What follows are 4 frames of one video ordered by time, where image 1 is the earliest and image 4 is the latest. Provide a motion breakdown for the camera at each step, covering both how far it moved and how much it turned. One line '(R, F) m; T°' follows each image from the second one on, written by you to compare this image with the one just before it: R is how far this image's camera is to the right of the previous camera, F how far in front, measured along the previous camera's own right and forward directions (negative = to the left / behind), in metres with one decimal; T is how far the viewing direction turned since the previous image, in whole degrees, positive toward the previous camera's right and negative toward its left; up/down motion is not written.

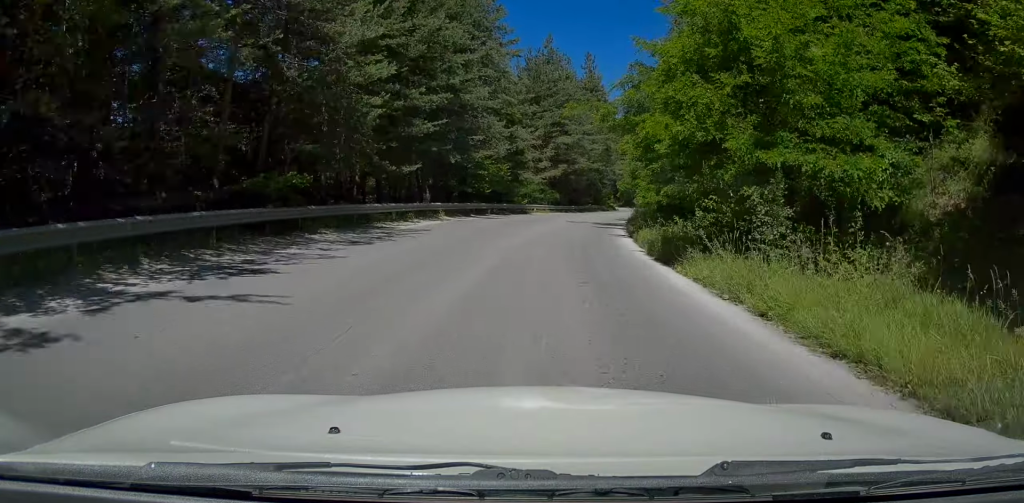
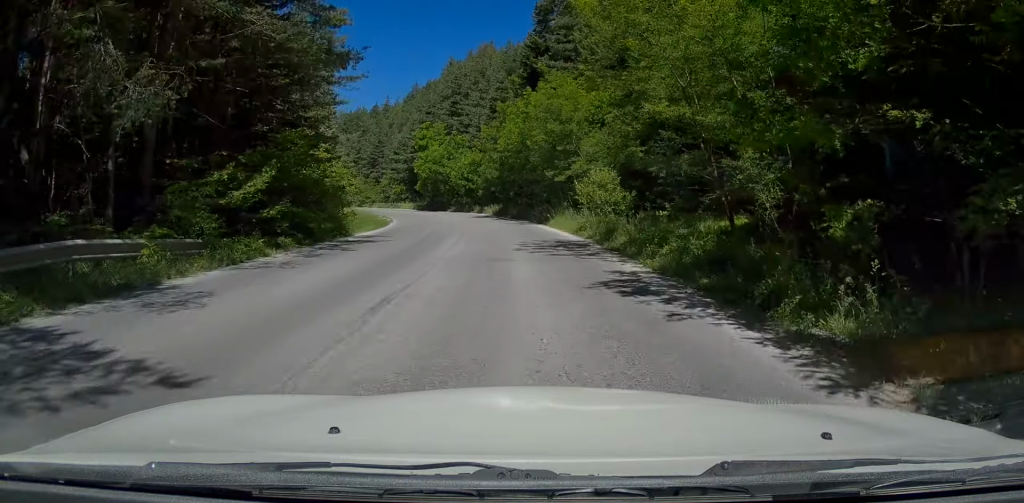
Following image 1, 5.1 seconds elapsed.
(+5.0, +77.6) m; +7°
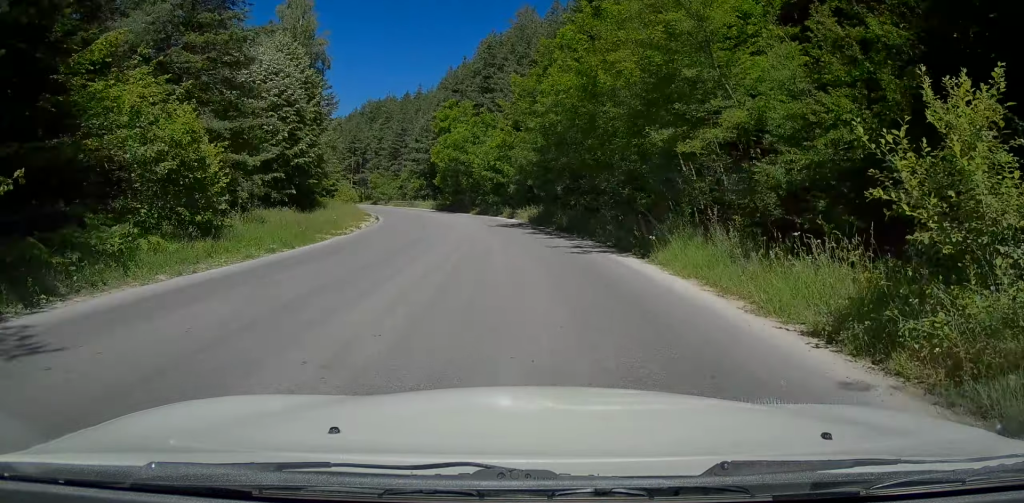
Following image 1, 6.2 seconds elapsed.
(-0.3, +17.5) m; -5°
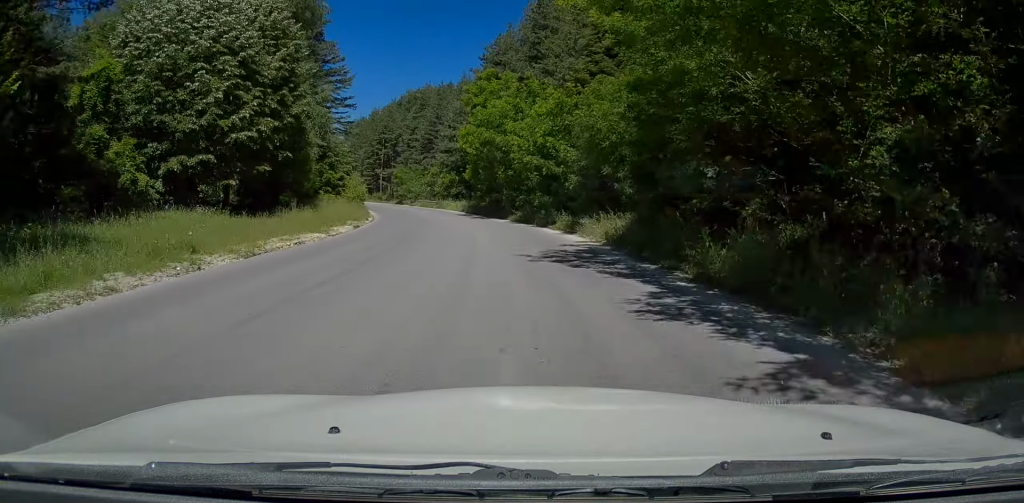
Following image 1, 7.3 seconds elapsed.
(-1.0, +16.0) m; -5°
